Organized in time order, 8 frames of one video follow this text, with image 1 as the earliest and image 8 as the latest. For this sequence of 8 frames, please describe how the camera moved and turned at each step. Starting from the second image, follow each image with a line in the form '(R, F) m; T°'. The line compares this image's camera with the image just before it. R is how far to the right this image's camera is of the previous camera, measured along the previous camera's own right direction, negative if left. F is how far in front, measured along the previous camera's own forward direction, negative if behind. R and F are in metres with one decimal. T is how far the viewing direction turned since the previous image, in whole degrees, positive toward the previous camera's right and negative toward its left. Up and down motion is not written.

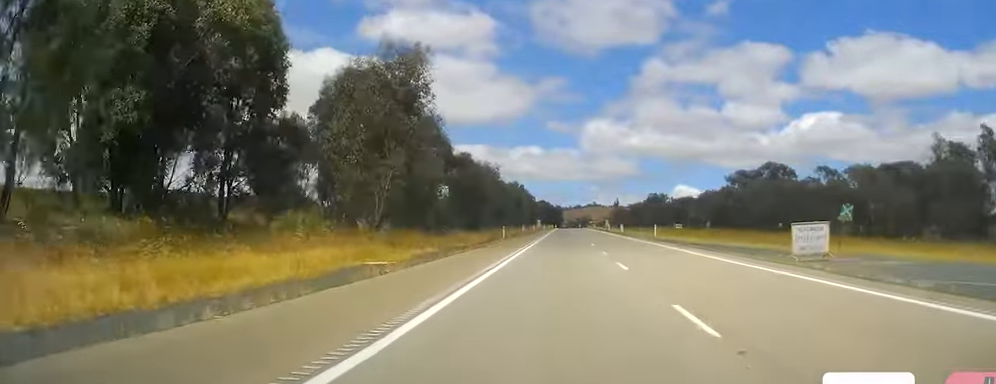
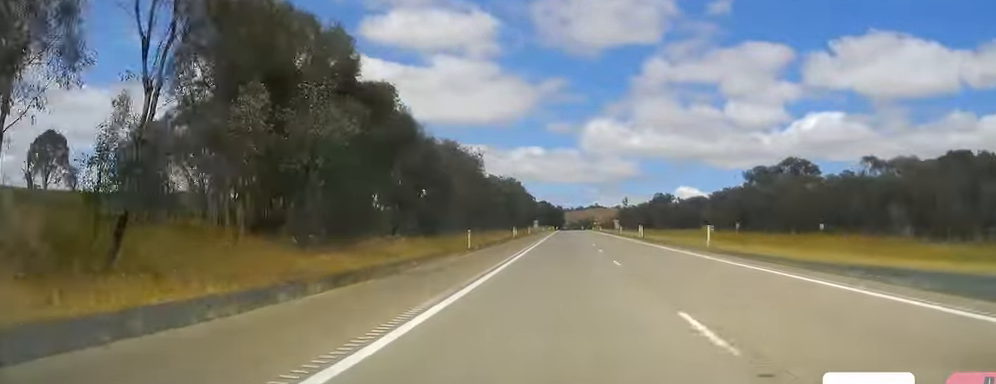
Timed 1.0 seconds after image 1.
(-0.3, +21.7) m; +1°
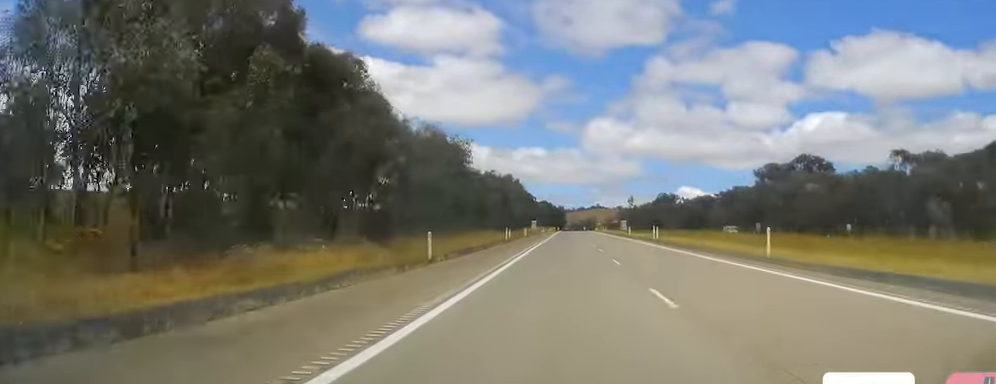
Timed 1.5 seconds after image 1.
(+0.4, +11.1) m; +1°
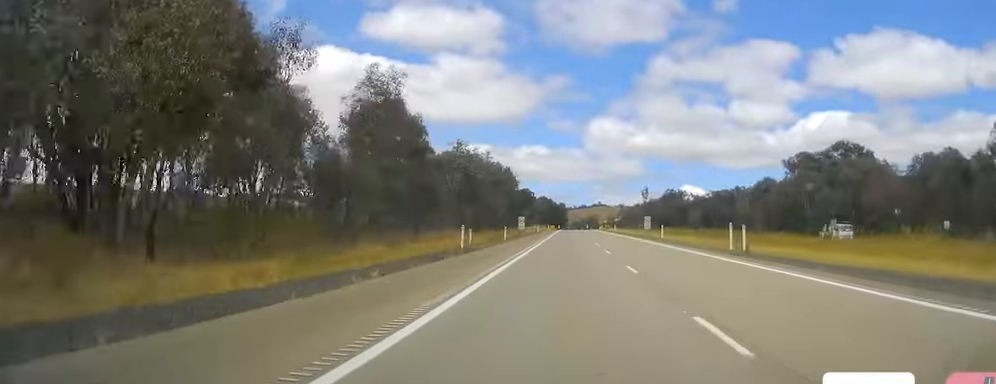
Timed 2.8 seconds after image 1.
(+0.1, +28.8) m; +1°
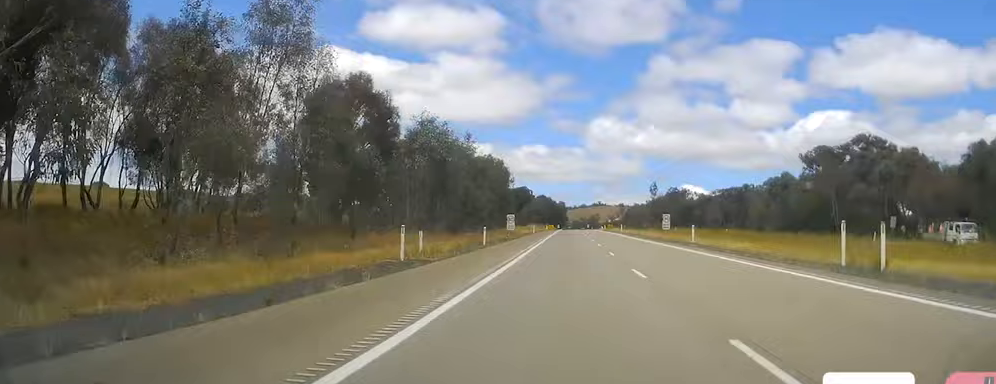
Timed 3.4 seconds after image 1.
(+0.2, +14.0) m; -1°
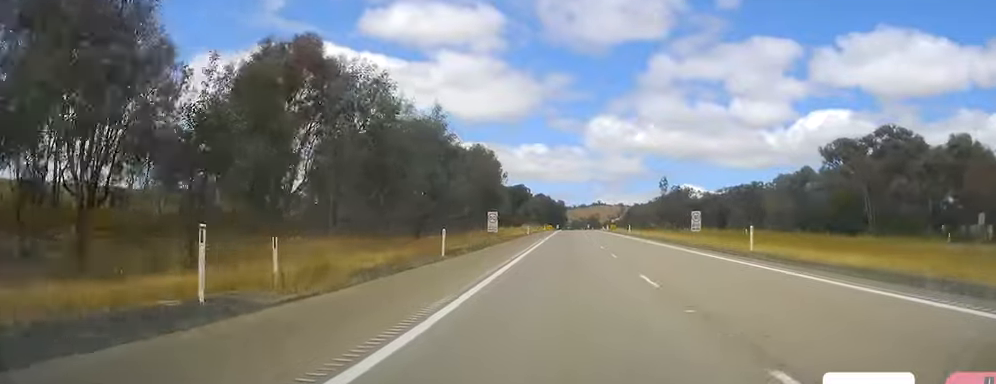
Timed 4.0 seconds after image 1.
(-0.1, +13.9) m; -1°
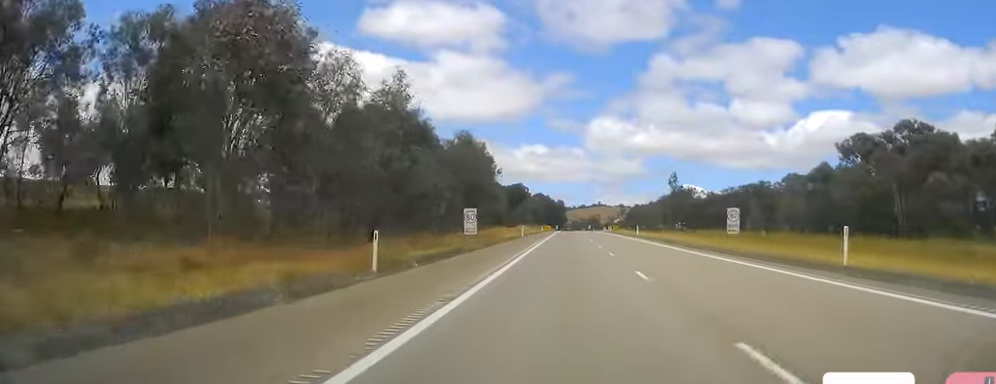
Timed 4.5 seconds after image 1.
(-0.4, +10.2) m; -1°
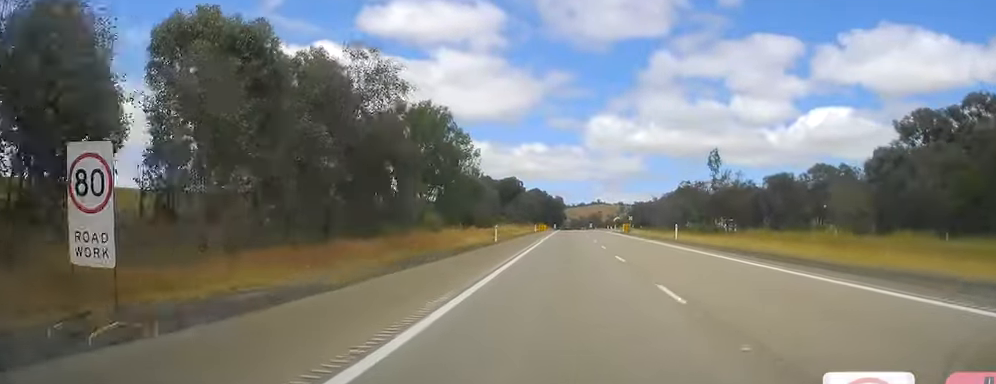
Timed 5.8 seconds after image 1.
(0.0, +28.3) m; +1°
